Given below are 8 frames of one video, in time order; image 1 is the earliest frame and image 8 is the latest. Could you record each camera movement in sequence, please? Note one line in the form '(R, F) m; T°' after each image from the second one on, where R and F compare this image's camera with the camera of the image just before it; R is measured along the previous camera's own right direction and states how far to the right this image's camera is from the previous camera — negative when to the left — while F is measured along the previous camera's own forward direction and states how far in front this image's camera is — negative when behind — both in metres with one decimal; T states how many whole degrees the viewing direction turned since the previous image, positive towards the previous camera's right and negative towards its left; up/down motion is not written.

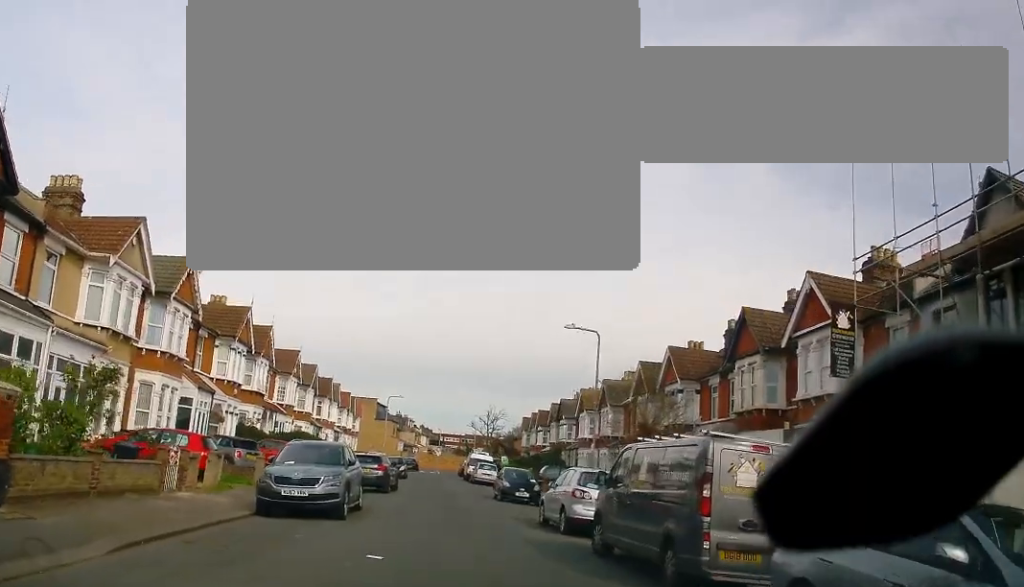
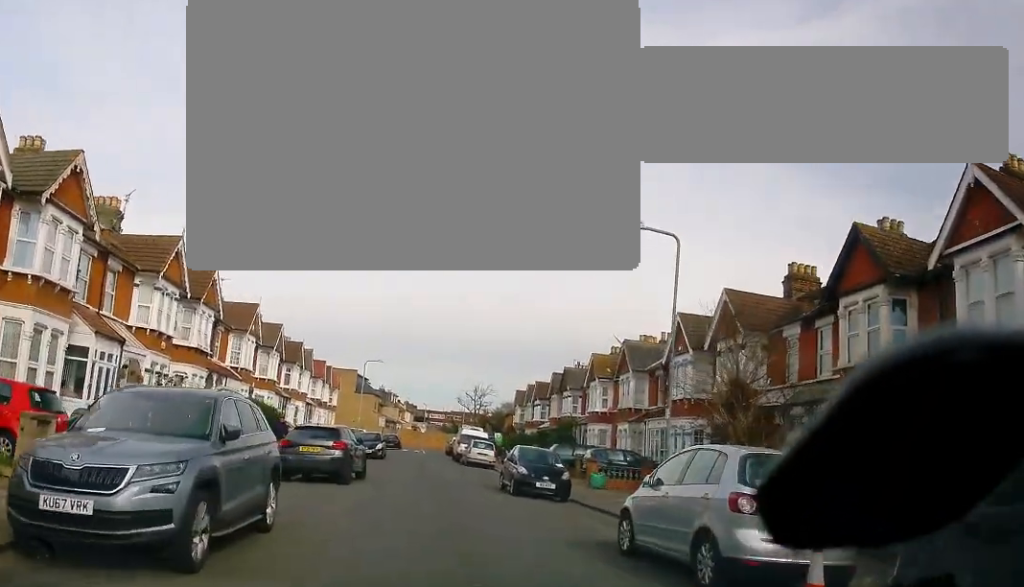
(+0.7, +8.9) m; +5°
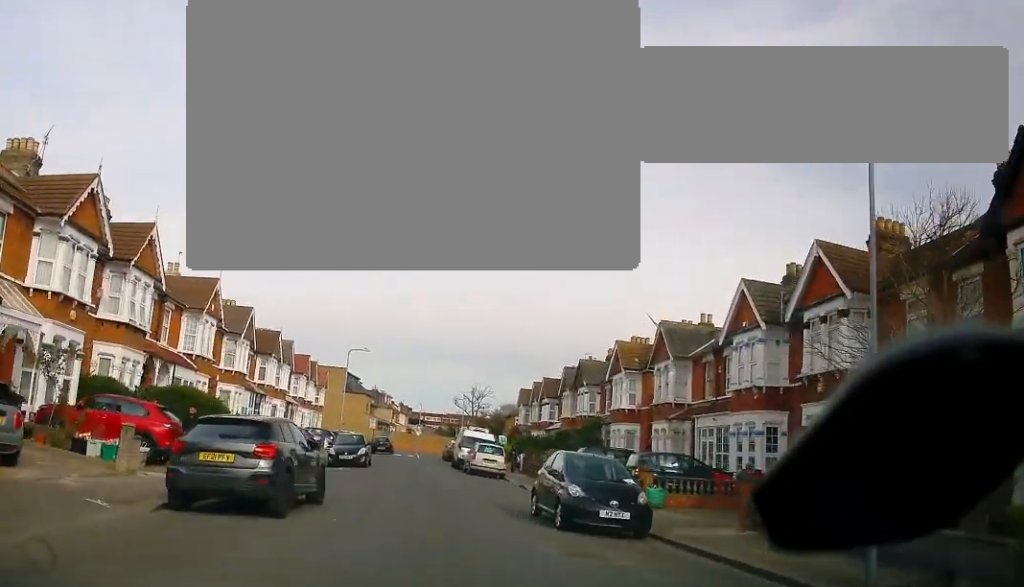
(+0.1, +7.7) m; 0°
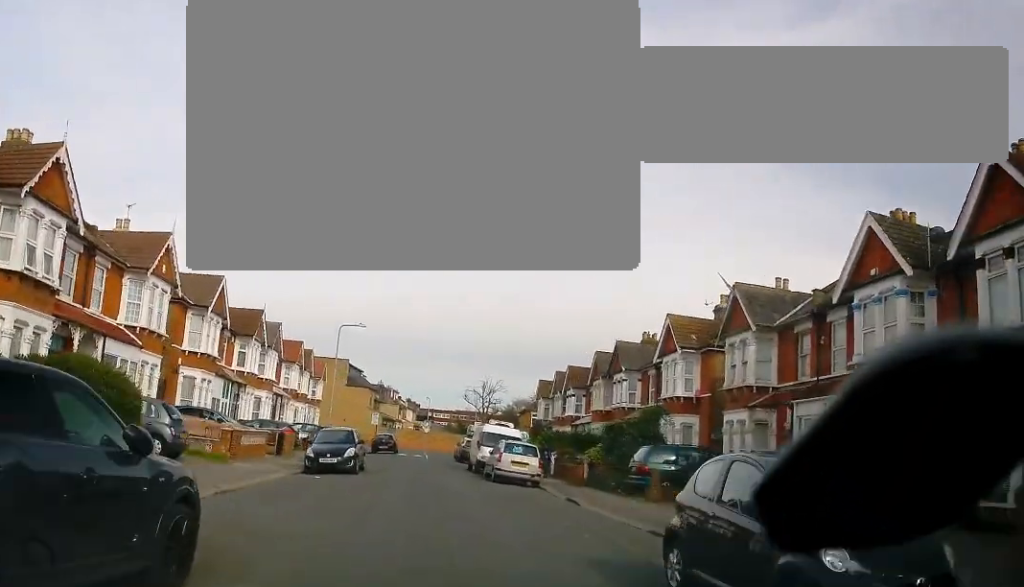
(-0.3, +7.9) m; -3°
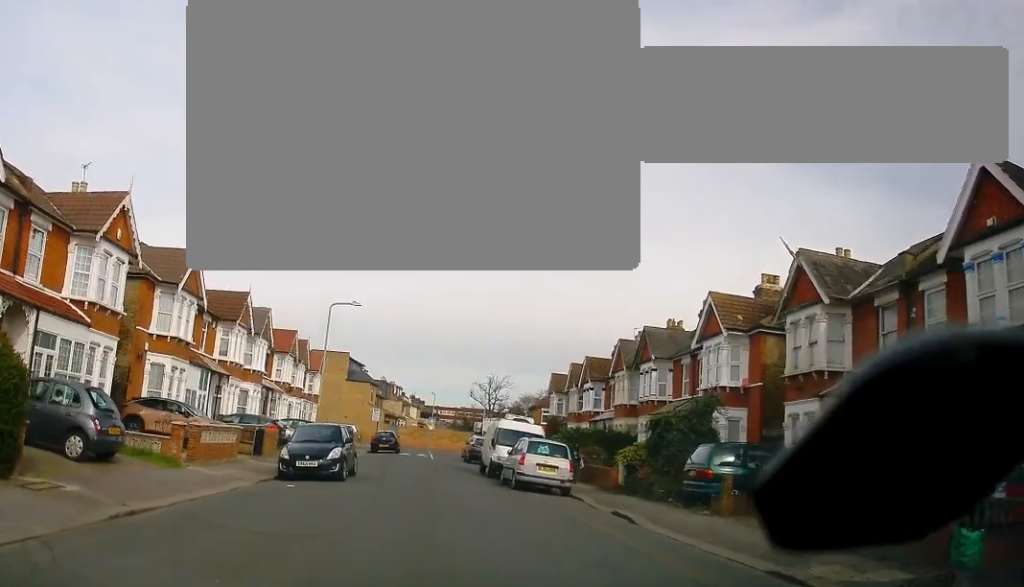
(-0.1, +4.7) m; 0°
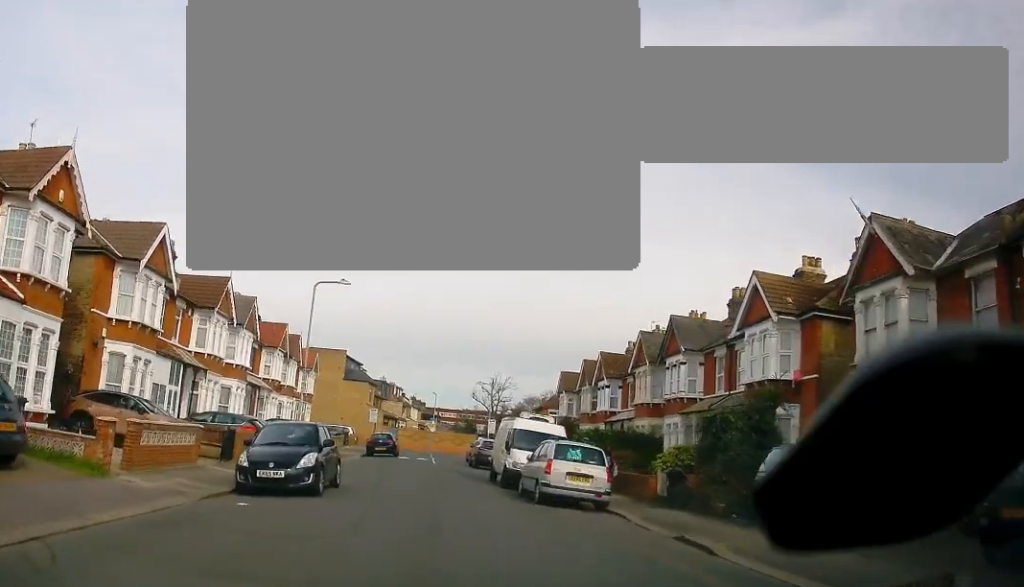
(+0.4, +4.2) m; 0°
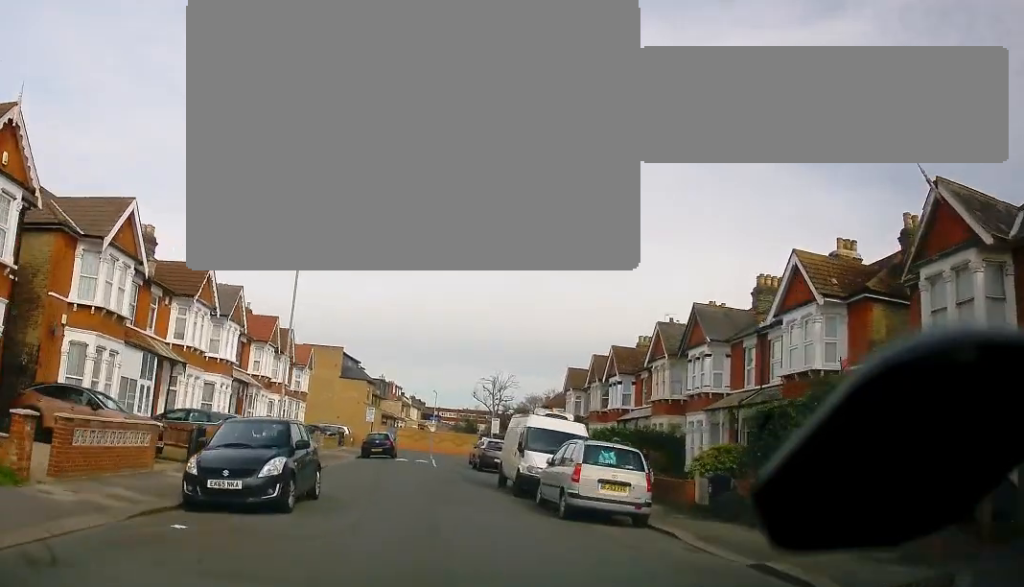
(-0.1, +3.1) m; -1°
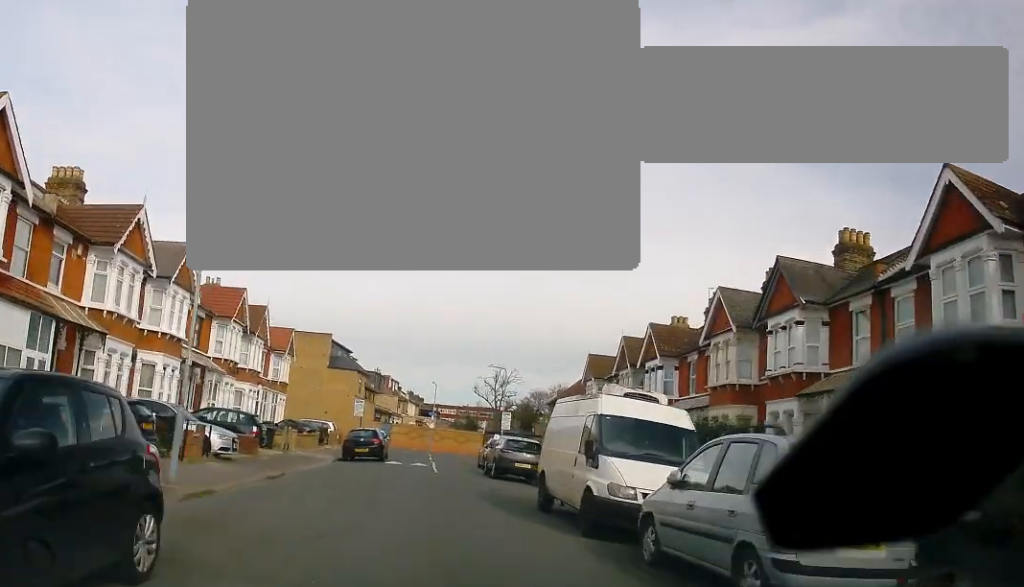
(-0.4, +8.3) m; -1°
